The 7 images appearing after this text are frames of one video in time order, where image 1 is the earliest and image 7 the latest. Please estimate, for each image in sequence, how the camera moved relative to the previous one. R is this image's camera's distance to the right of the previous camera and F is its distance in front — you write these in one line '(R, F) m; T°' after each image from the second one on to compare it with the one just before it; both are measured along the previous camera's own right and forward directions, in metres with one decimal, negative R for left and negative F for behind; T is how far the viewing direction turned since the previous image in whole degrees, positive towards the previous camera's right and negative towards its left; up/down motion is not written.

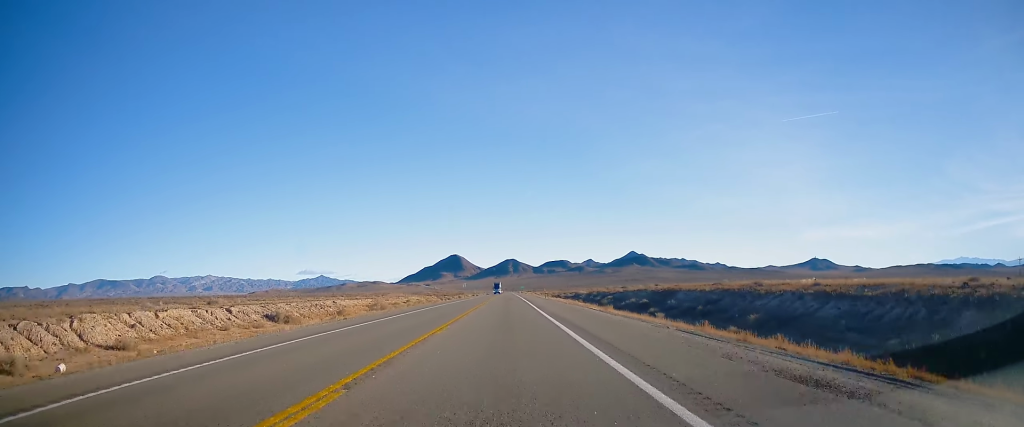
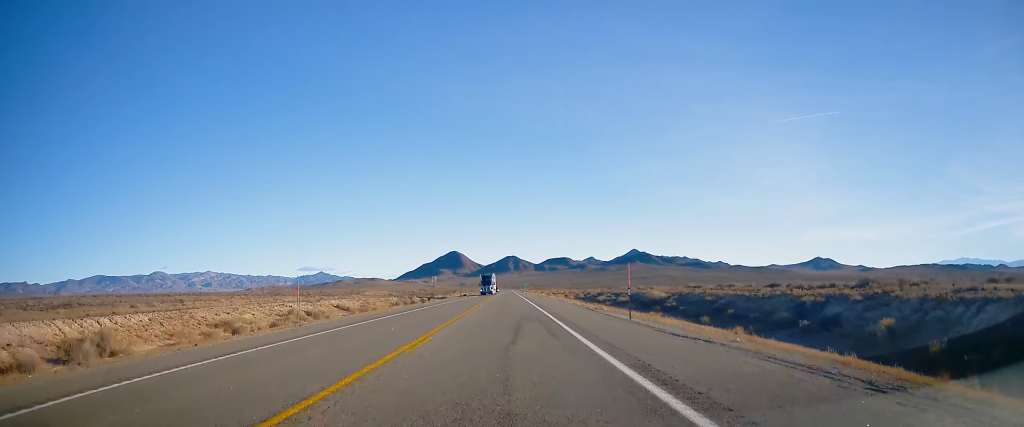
(+0.4, +53.0) m; 0°
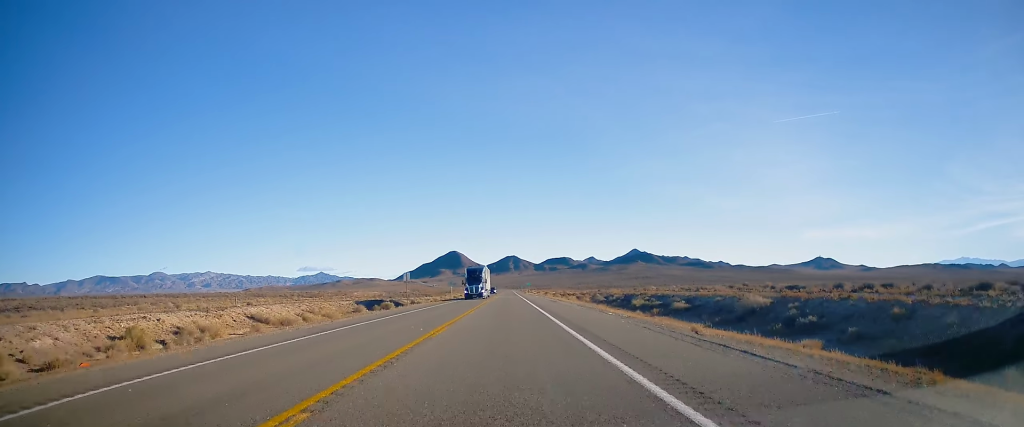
(-0.5, +20.8) m; 0°
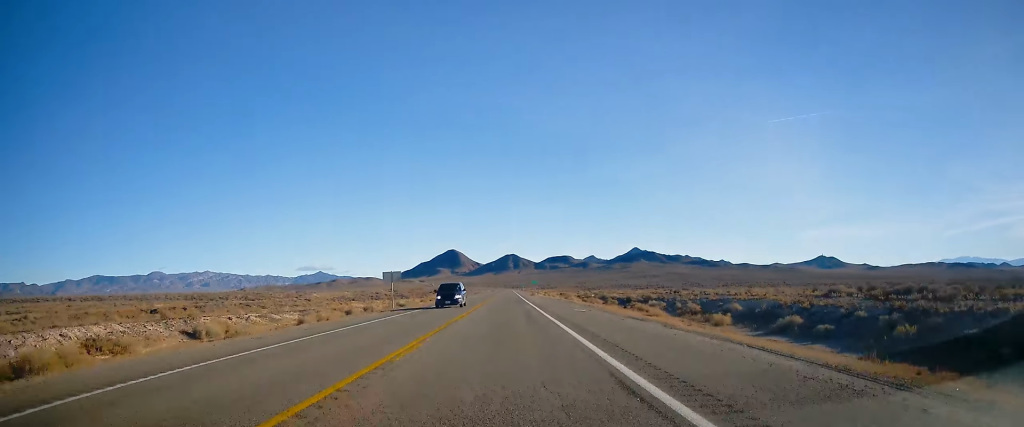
(+0.6, +53.2) m; 0°
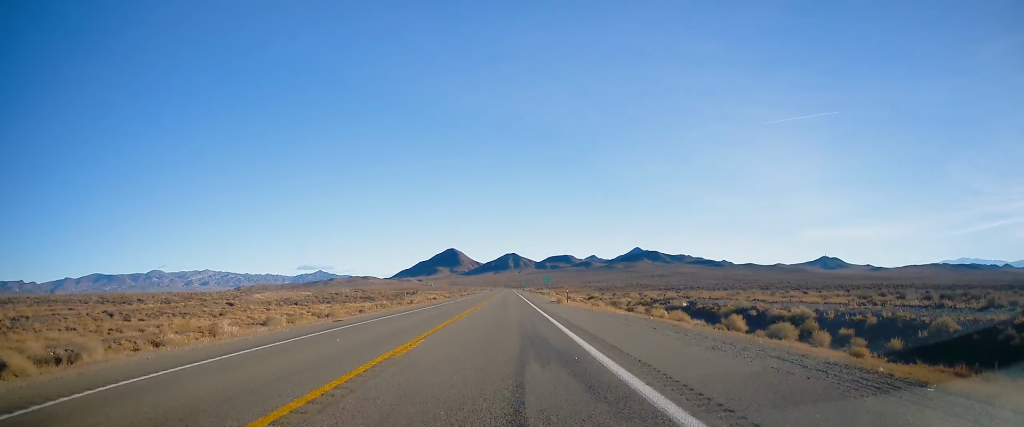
(-0.3, +47.8) m; 0°
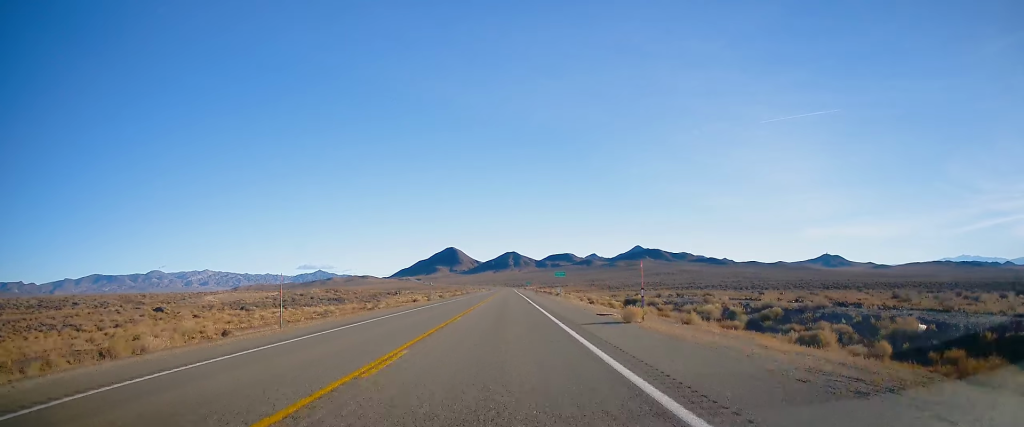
(0.0, +26.9) m; 0°
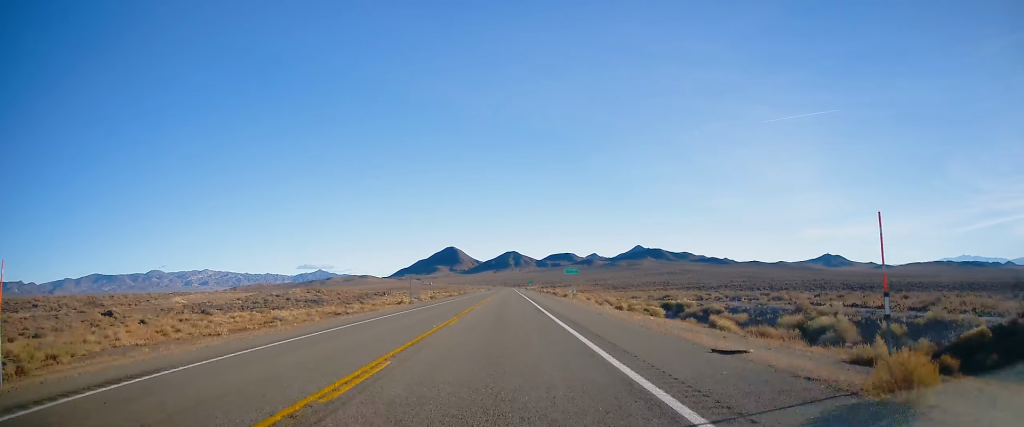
(-0.2, +14.1) m; 0°
